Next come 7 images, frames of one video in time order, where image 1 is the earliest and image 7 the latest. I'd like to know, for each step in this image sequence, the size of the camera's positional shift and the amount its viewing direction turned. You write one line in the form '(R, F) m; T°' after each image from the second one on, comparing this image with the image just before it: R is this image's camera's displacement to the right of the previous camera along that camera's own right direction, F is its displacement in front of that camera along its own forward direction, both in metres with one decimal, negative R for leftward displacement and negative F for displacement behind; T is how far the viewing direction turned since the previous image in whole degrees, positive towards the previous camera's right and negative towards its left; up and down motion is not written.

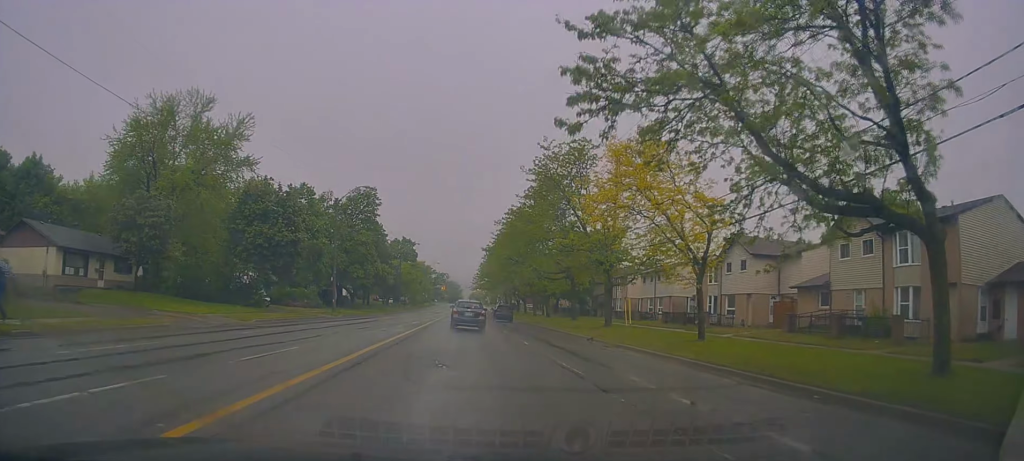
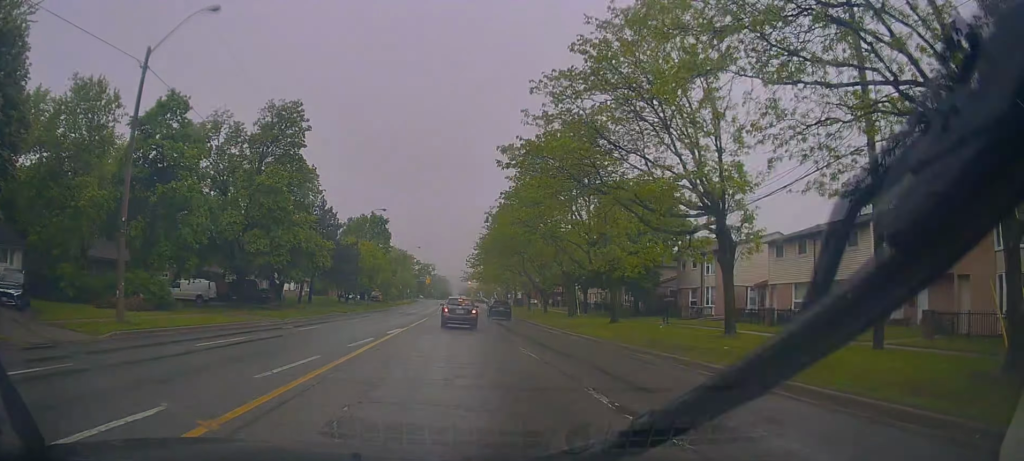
(-0.1, +32.0) m; +1°
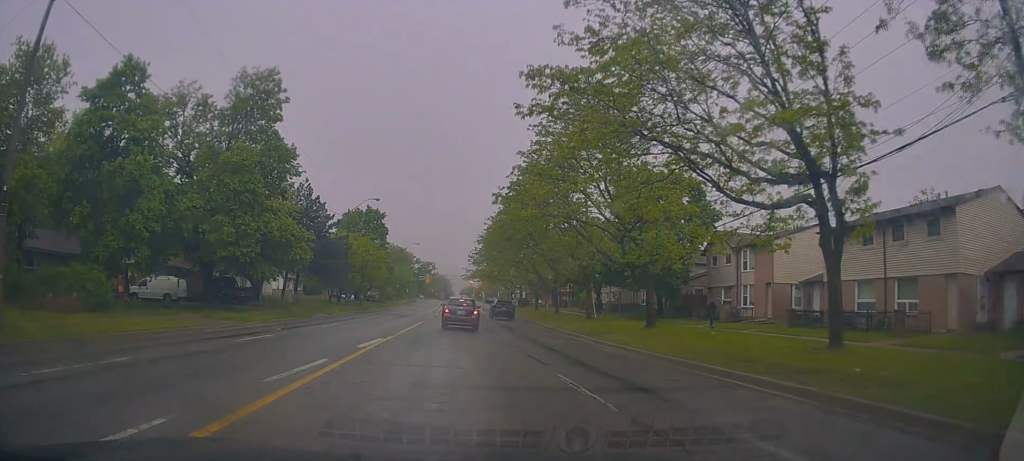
(0.0, +6.5) m; +1°
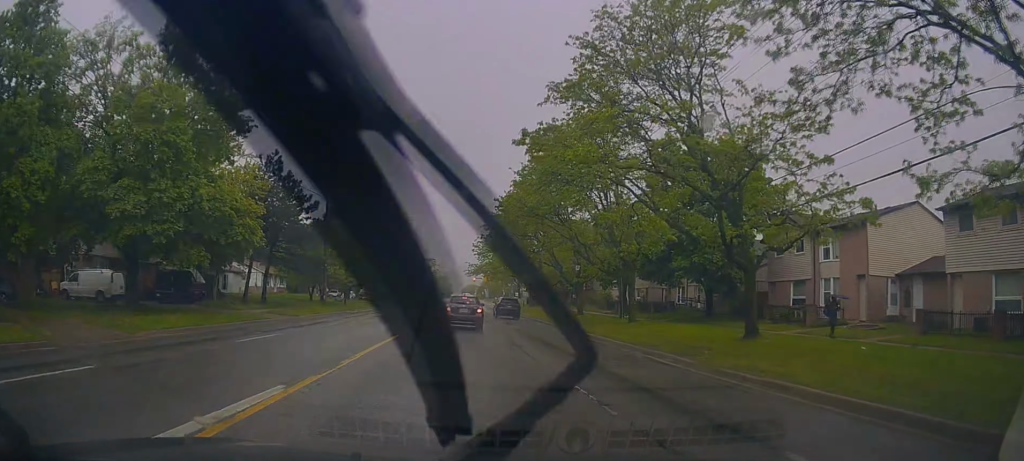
(+0.4, +10.3) m; 0°
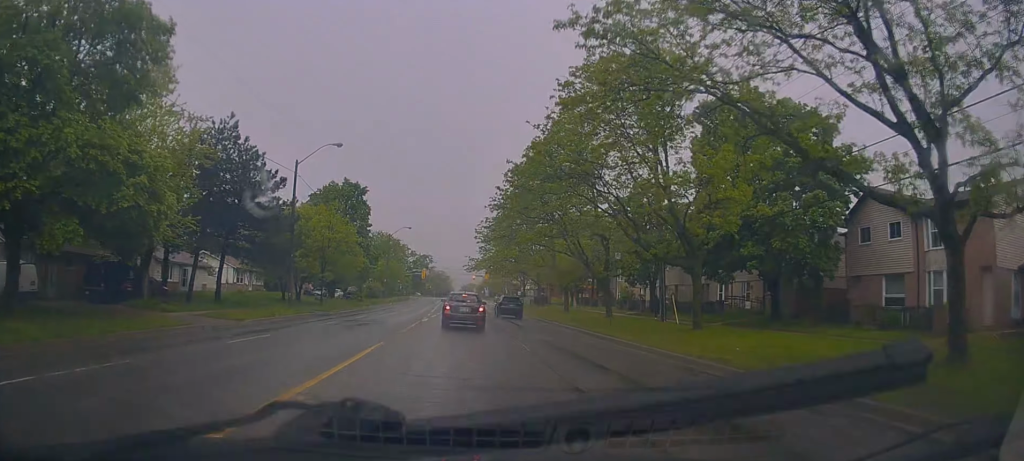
(-0.4, +9.7) m; -3°
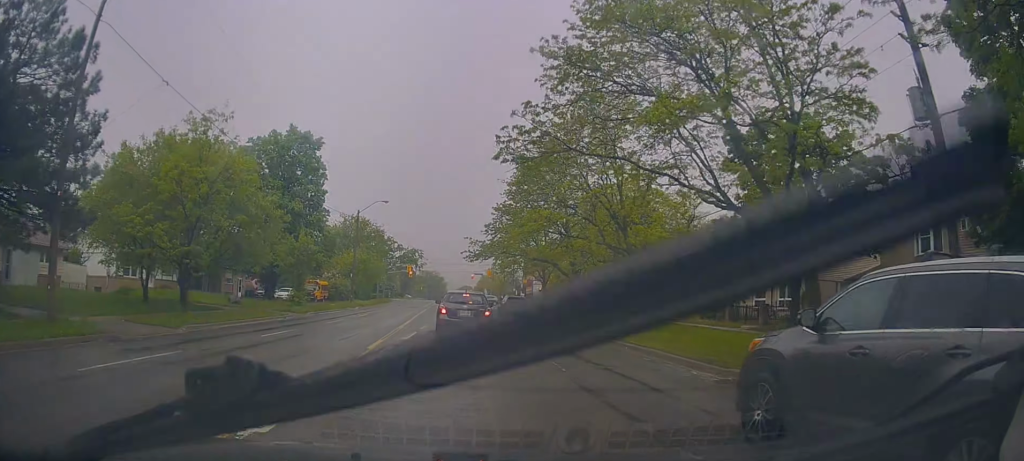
(+0.7, +23.8) m; +3°
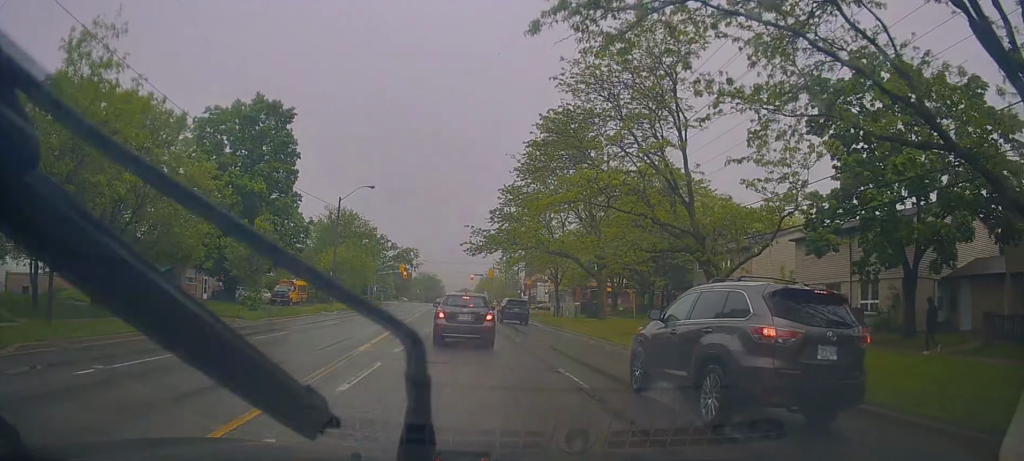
(-0.6, +10.0) m; +2°
